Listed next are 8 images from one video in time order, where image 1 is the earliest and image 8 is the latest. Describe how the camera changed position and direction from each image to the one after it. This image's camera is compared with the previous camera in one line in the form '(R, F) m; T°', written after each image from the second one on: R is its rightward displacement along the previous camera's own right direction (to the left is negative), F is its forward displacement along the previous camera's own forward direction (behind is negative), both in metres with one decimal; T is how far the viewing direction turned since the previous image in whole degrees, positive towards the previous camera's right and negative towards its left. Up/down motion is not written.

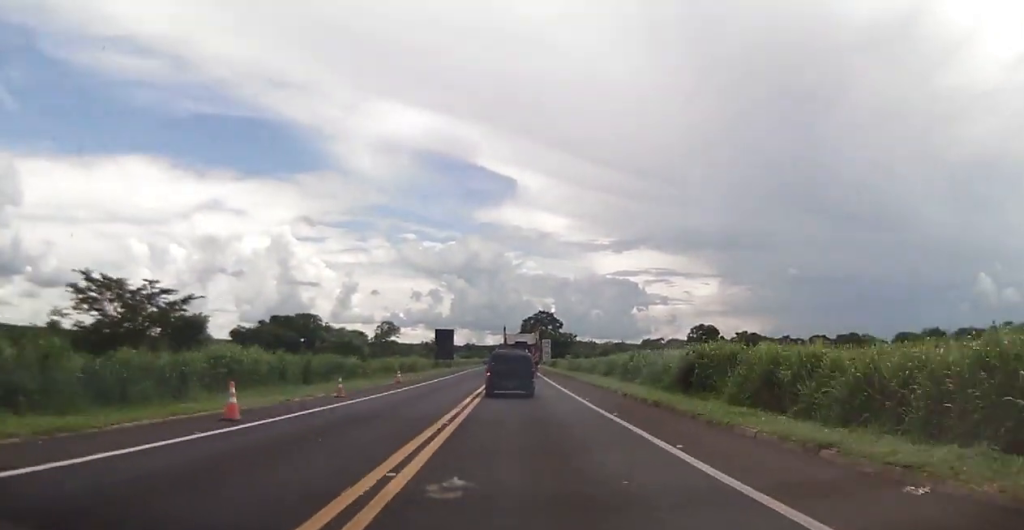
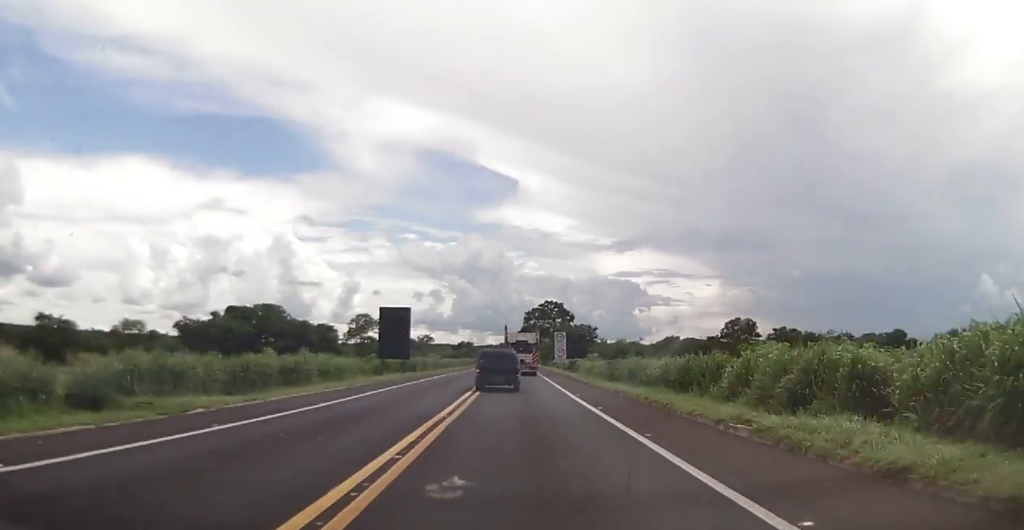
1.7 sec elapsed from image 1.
(0.0, +37.1) m; -1°
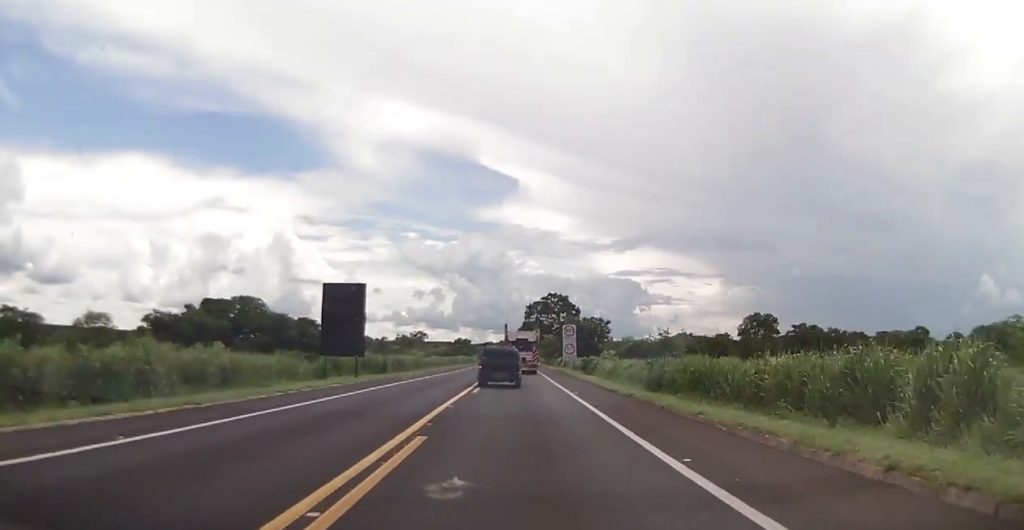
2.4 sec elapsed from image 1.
(0.0, +15.8) m; +1°
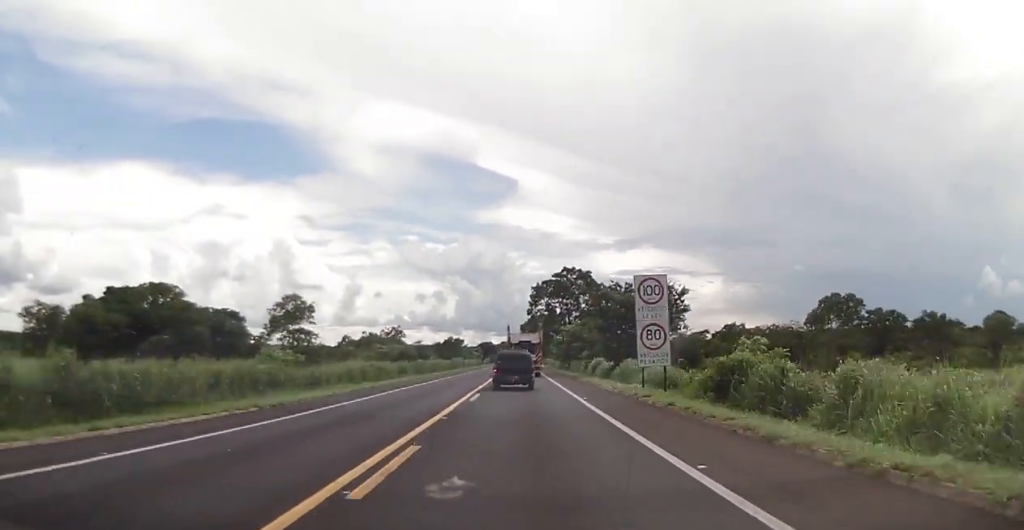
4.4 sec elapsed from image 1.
(-0.2, +45.6) m; -1°
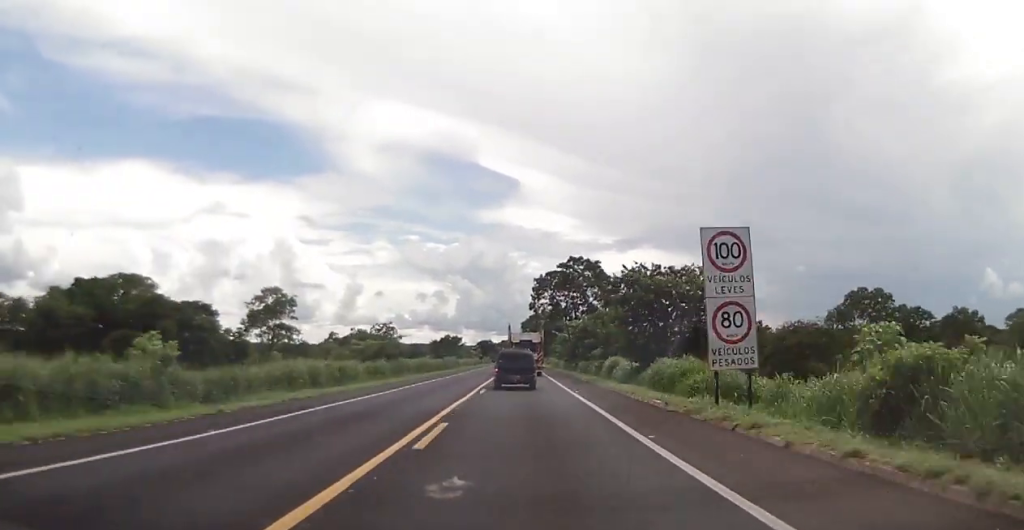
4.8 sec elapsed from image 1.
(-0.2, +11.1) m; 0°
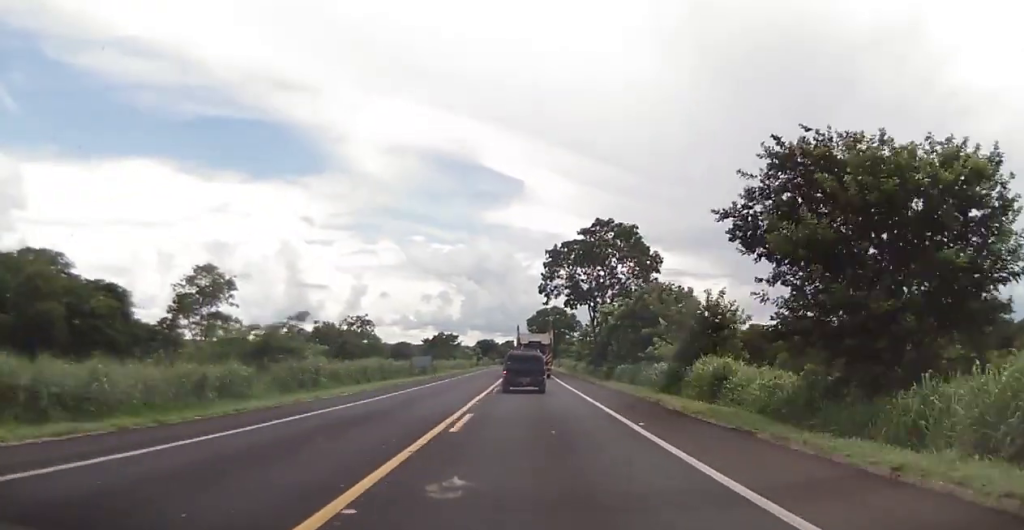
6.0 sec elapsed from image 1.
(+0.4, +27.6) m; +1°
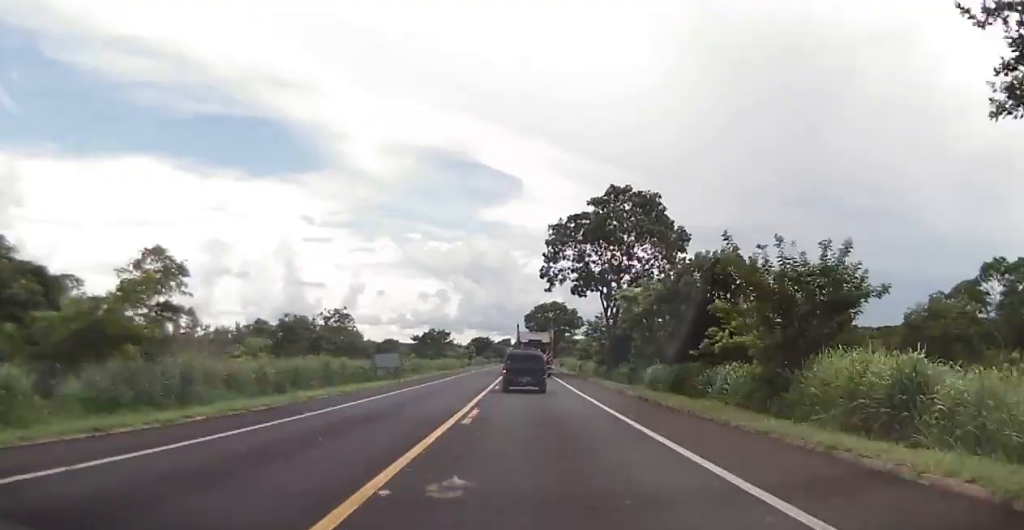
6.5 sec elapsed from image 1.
(0.0, +13.2) m; 0°
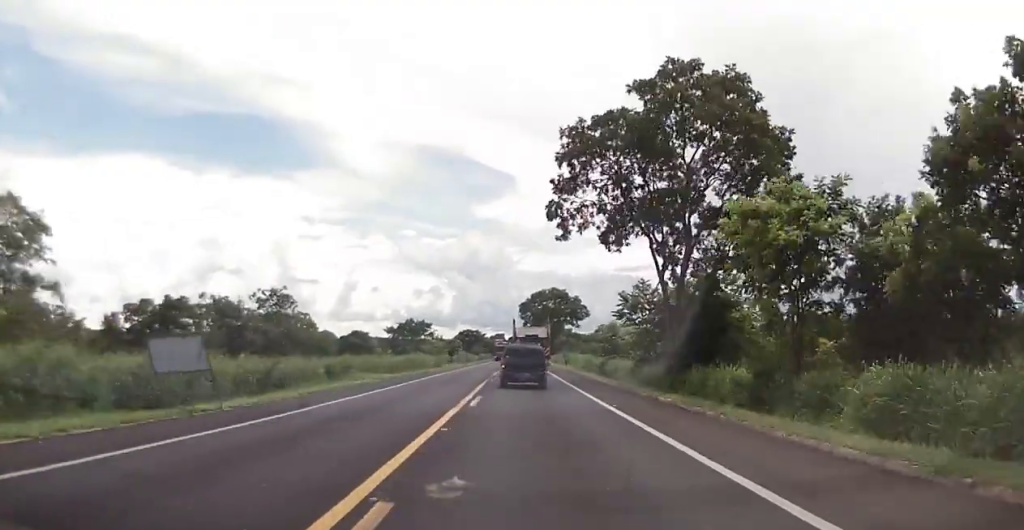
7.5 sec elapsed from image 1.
(0.0, +26.0) m; 0°
